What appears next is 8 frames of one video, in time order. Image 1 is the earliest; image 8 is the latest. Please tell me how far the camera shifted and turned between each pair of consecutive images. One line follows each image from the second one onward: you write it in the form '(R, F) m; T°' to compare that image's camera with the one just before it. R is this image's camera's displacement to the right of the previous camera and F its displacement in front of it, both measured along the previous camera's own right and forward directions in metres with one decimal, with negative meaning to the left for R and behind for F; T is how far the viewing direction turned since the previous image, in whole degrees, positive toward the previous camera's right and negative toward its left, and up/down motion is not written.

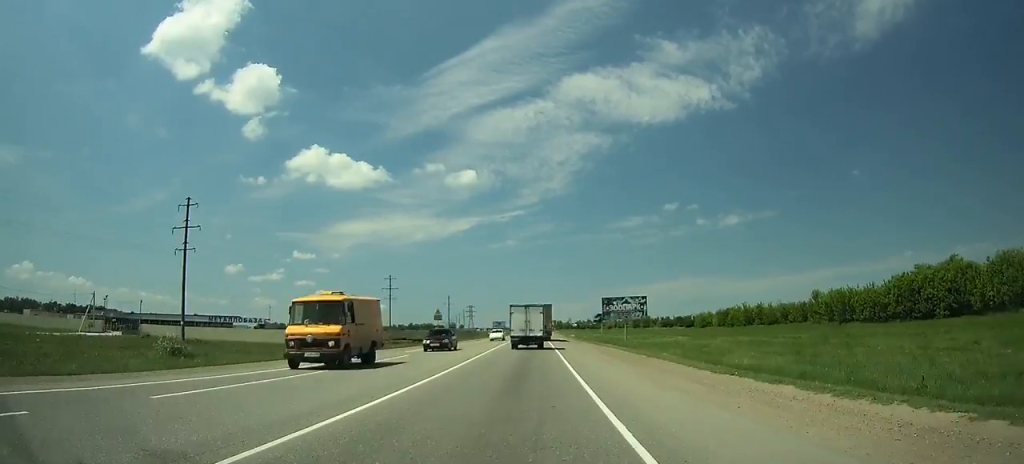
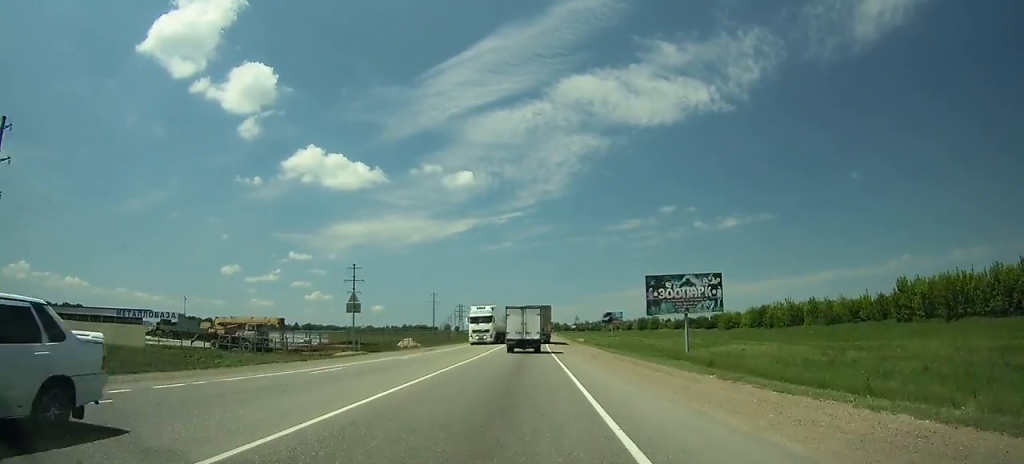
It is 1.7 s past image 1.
(+0.1, +34.0) m; 0°
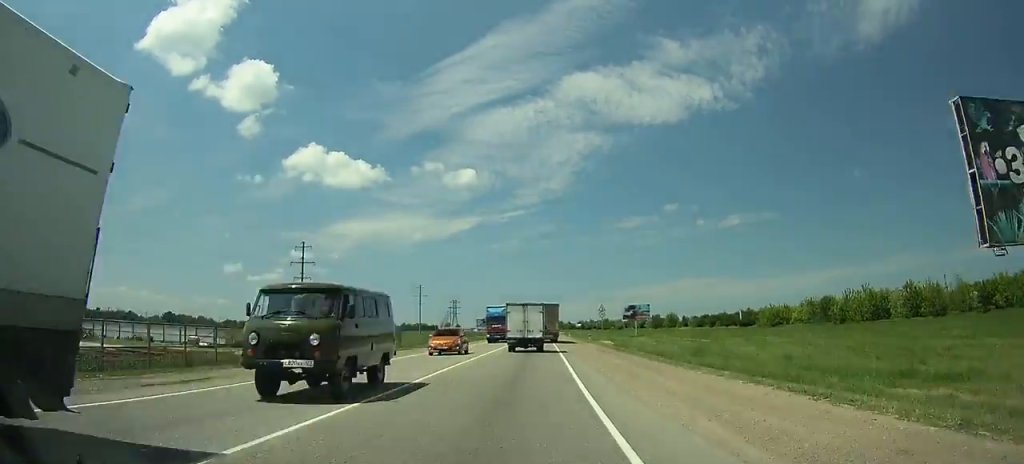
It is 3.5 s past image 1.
(0.0, +35.7) m; 0°
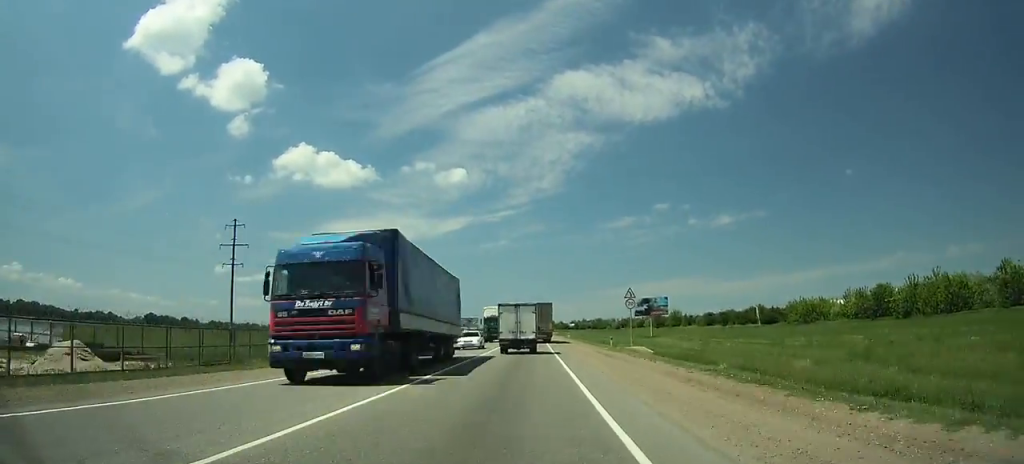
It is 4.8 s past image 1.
(0.0, +25.7) m; 0°
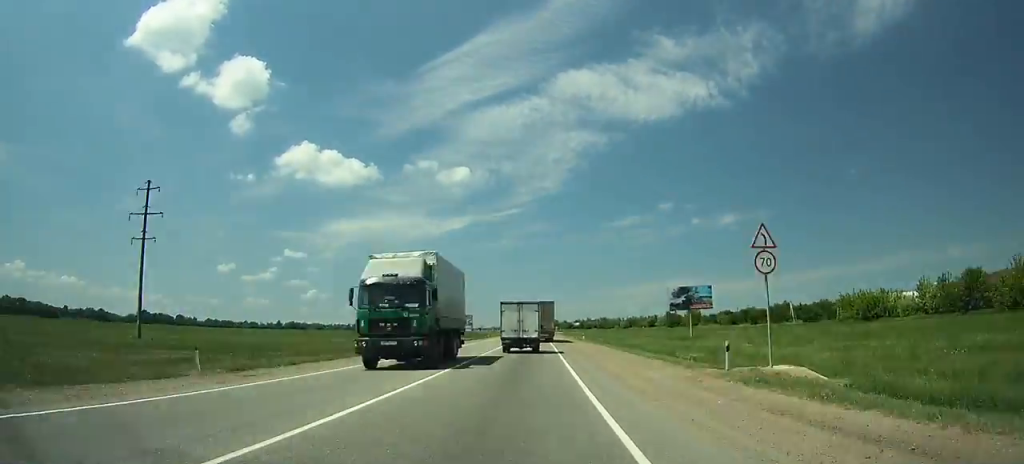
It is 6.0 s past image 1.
(+0.1, +23.7) m; 0°
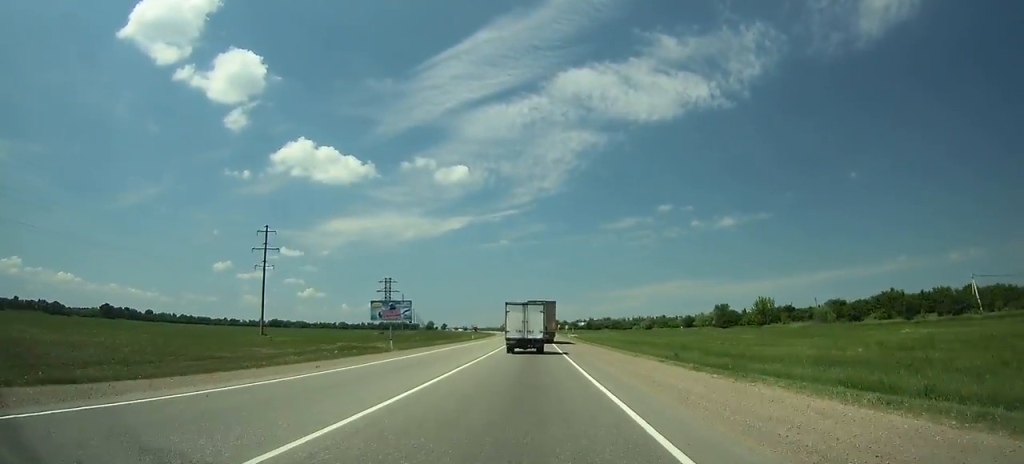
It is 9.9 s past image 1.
(+0.4, +76.9) m; +1°
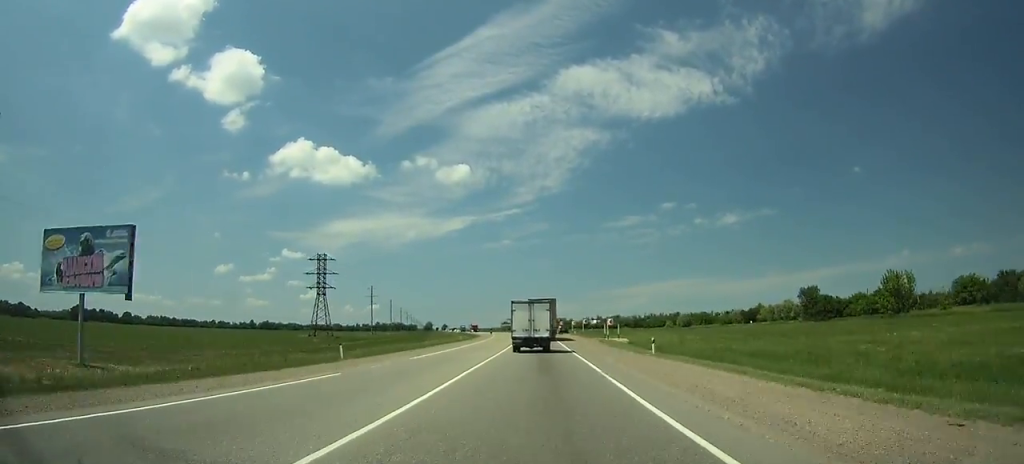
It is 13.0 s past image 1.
(+0.2, +61.1) m; 0°
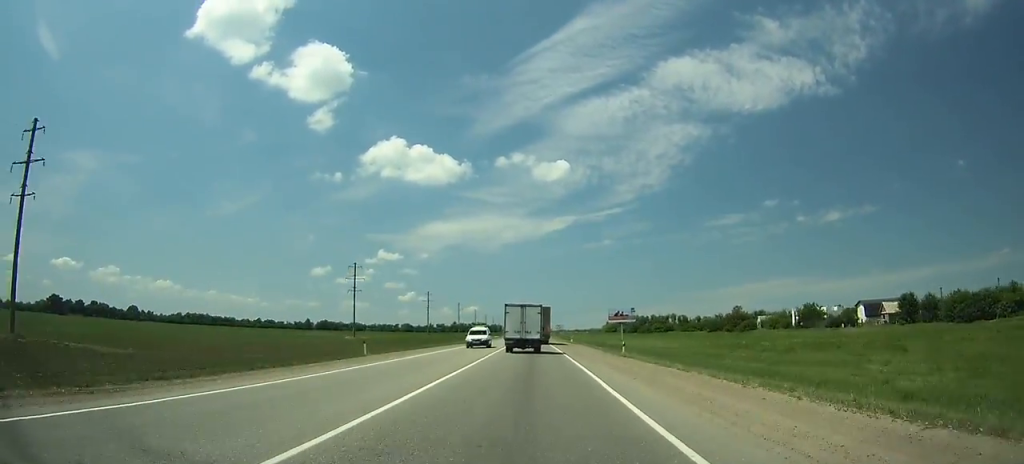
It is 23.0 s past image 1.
(-13.8, +195.7) m; -9°
